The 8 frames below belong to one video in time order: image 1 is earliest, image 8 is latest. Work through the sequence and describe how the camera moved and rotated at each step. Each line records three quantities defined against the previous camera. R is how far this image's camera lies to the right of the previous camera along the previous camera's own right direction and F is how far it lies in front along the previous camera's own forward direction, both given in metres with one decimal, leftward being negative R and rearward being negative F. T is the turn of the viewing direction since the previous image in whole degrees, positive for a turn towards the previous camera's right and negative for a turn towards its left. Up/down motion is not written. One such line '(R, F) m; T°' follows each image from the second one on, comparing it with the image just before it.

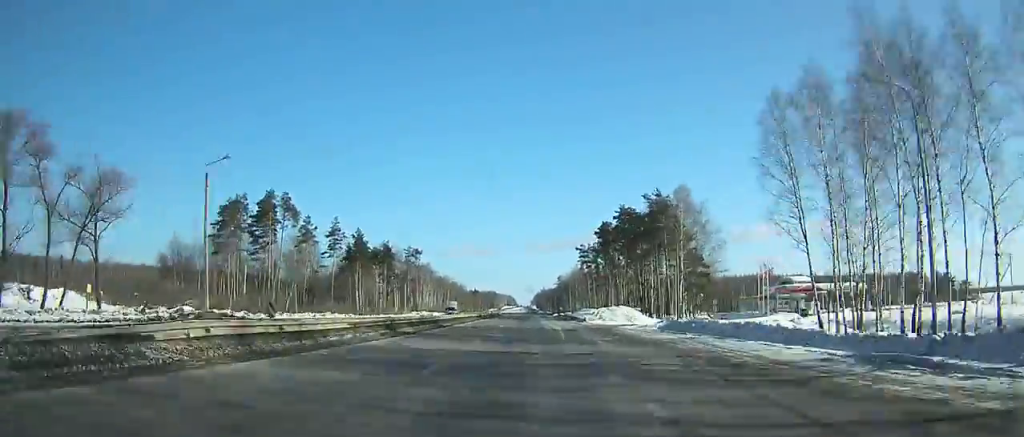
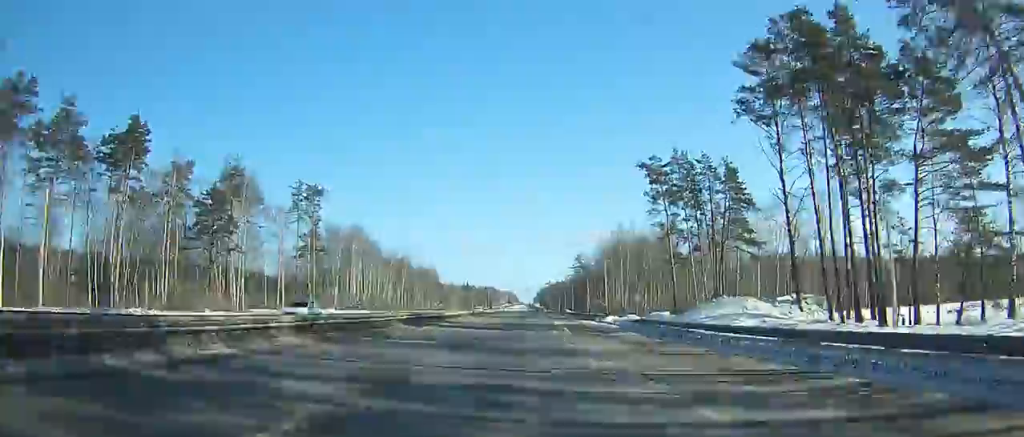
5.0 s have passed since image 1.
(-1.1, +103.9) m; -1°
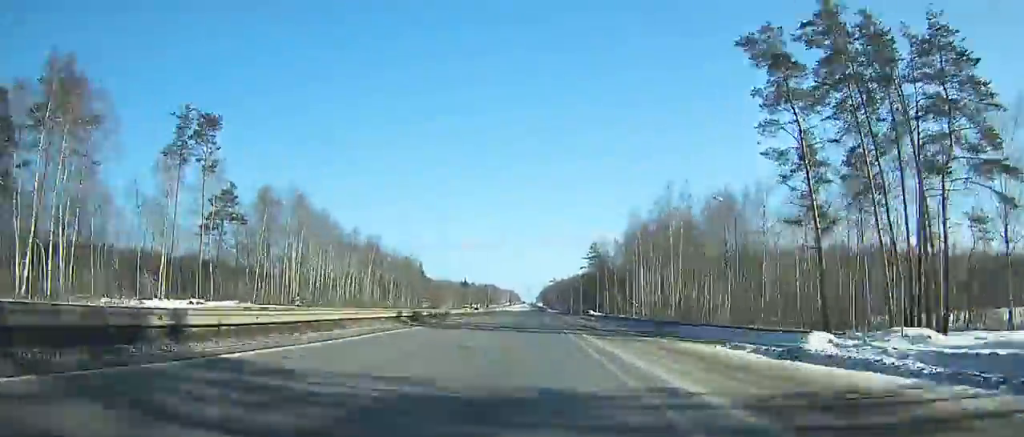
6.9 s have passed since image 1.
(-0.1, +39.6) m; 0°
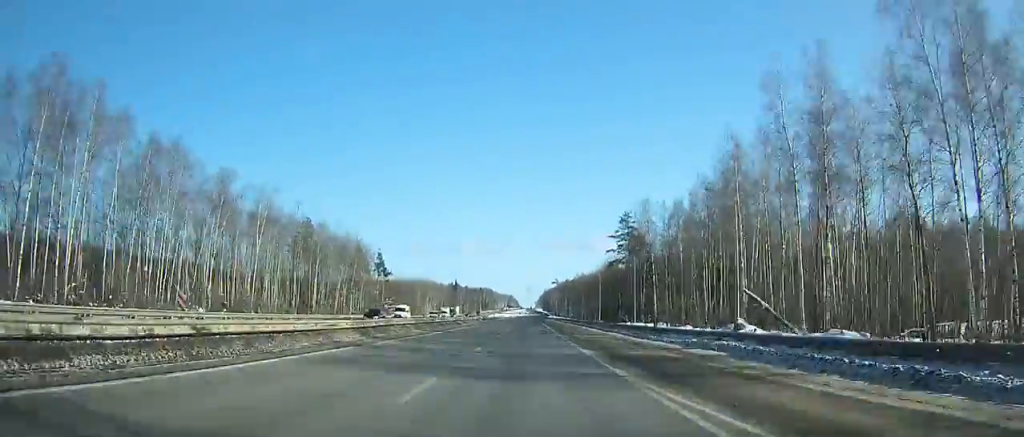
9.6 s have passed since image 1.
(+0.1, +57.0) m; 0°
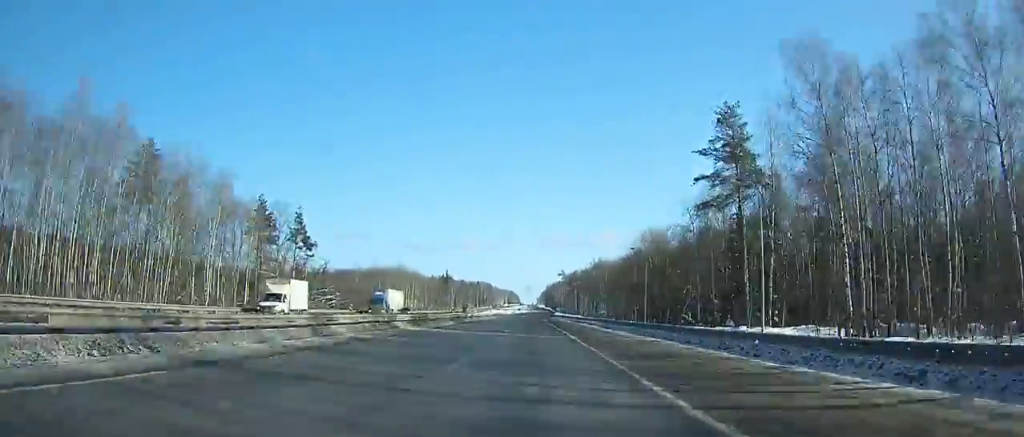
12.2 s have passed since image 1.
(+0.3, +56.4) m; 0°
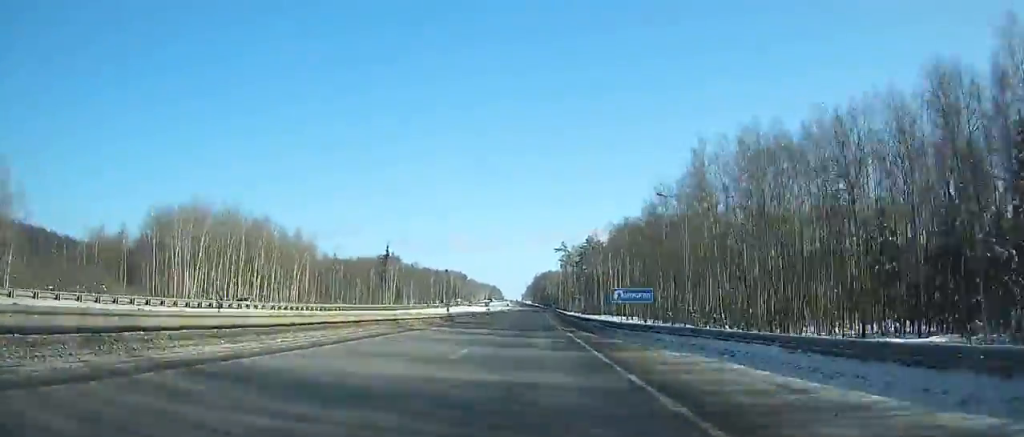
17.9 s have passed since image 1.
(+0.2, +129.4) m; +1°
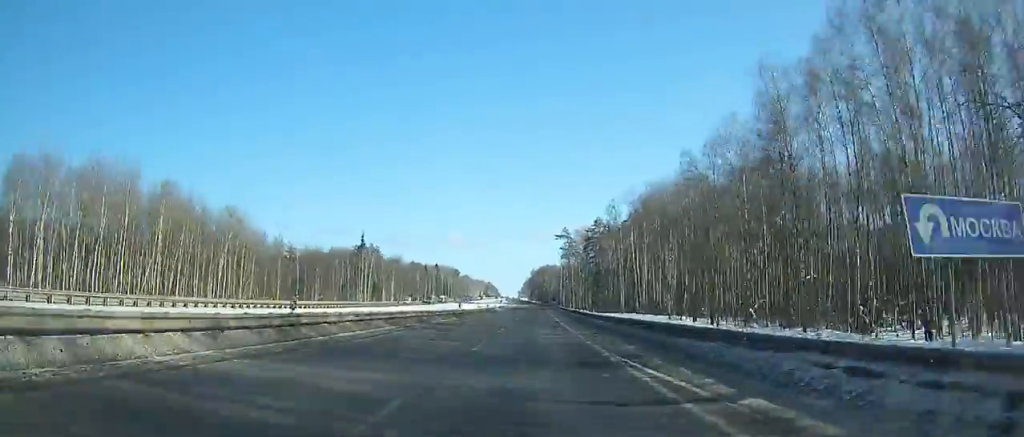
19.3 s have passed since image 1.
(+0.2, +32.8) m; +1°
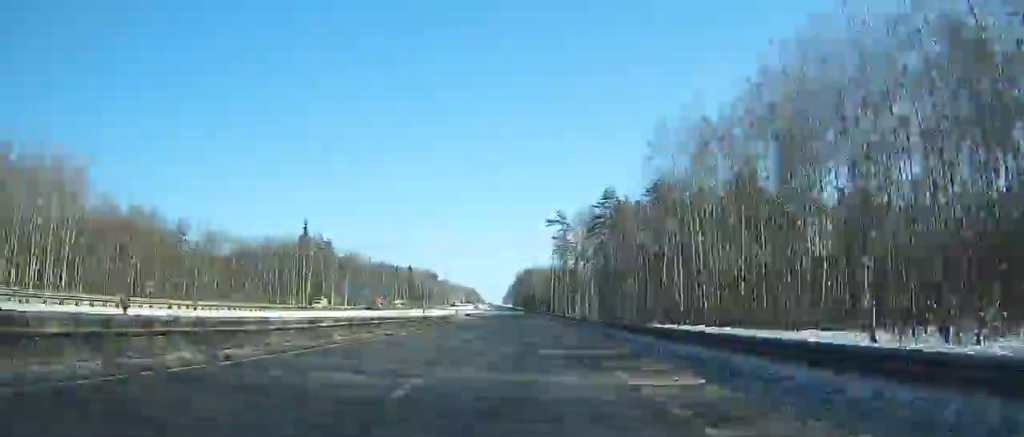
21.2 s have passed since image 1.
(+0.5, +45.0) m; +1°
